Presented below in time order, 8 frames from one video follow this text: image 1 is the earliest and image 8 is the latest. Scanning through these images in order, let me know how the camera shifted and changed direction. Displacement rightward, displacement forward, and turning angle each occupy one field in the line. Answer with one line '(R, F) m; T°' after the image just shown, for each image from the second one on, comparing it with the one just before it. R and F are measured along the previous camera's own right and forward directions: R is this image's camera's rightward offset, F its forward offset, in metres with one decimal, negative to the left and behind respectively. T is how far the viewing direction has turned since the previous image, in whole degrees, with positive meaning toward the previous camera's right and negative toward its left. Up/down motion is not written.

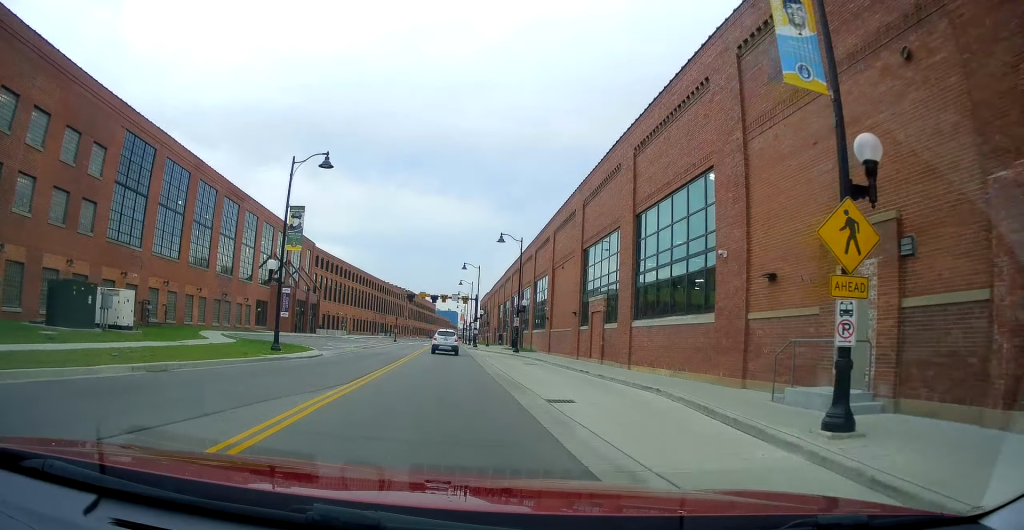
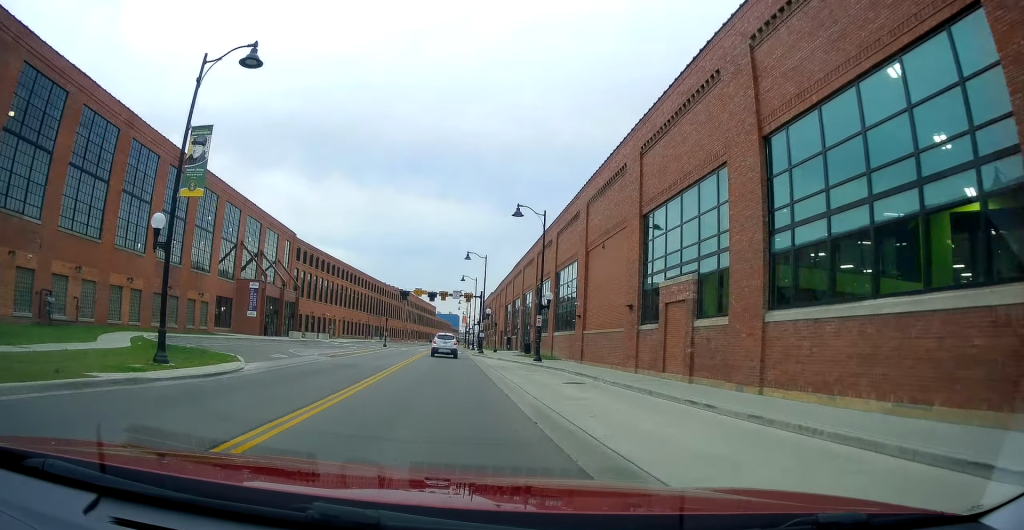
(-0.1, +11.4) m; +1°
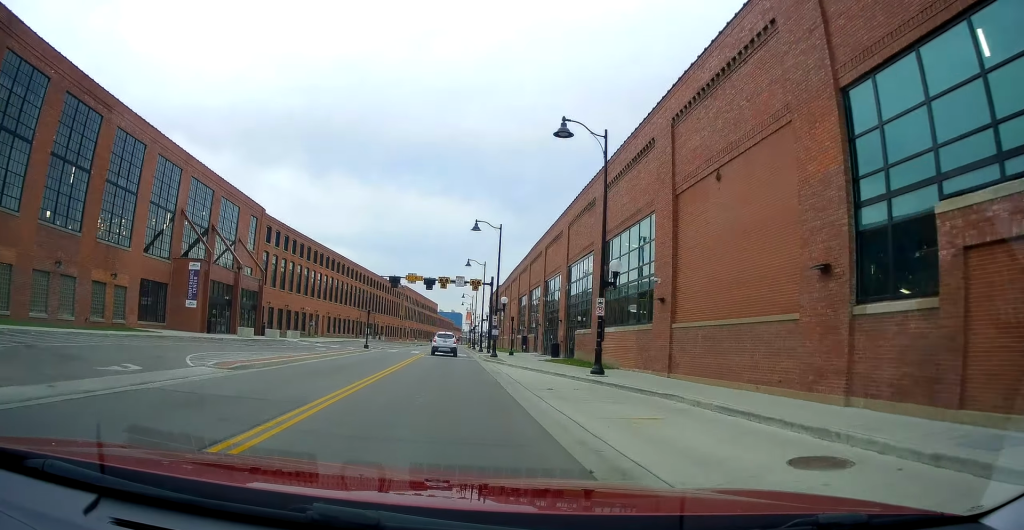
(+0.3, +13.5) m; +1°
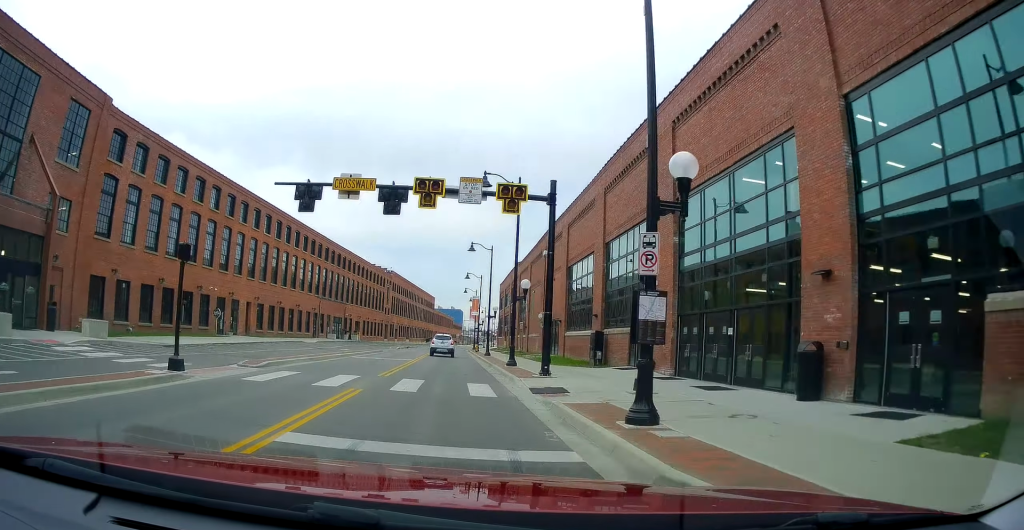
(+0.3, +28.8) m; +2°
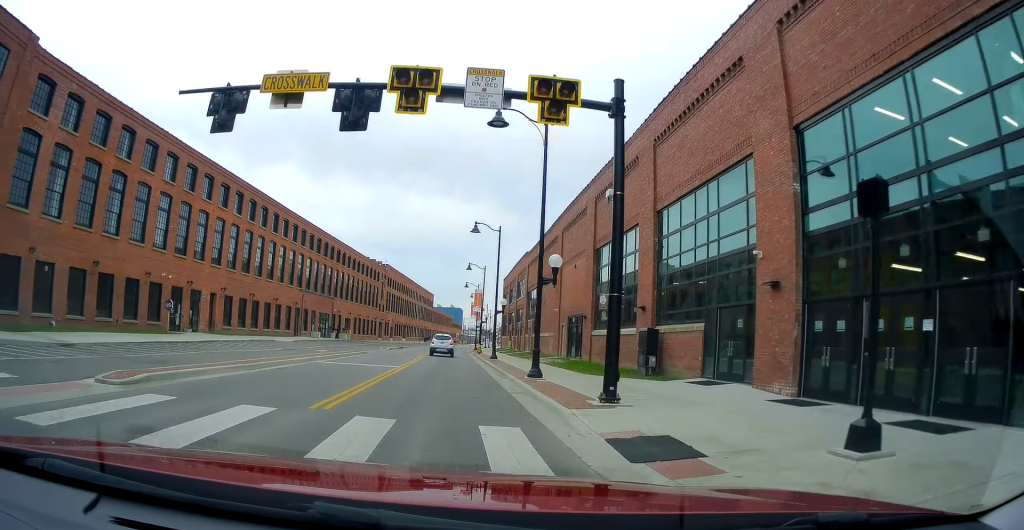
(-0.1, +8.6) m; 0°
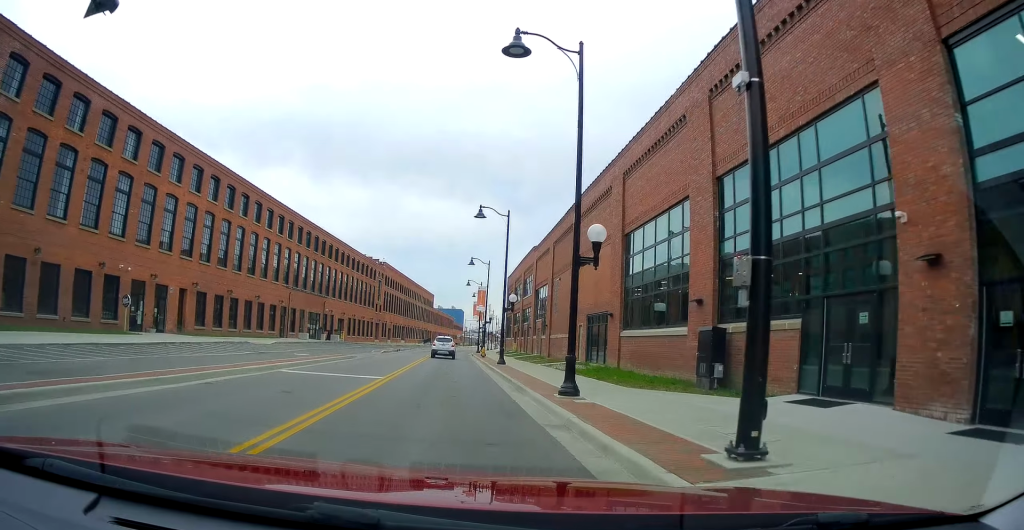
(0.0, +5.8) m; 0°
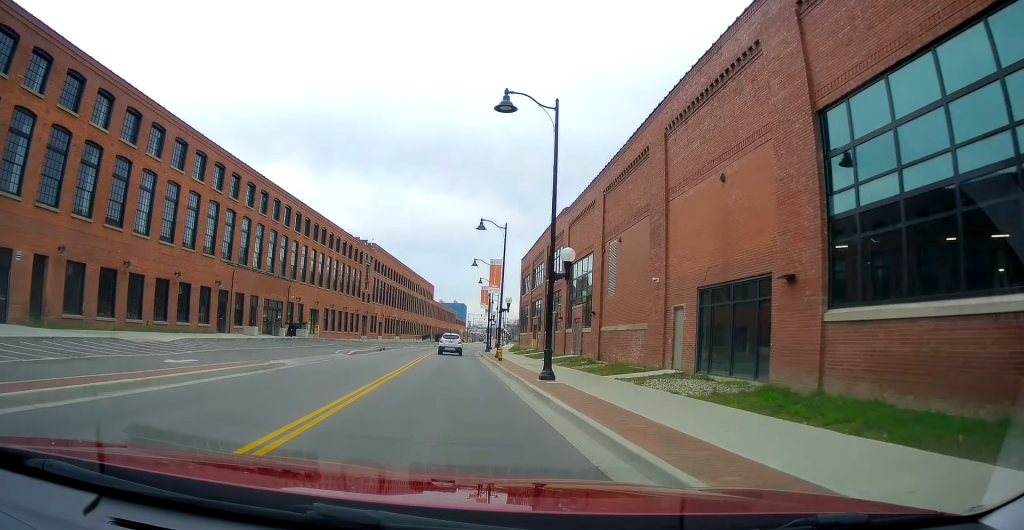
(-0.1, +16.3) m; -1°
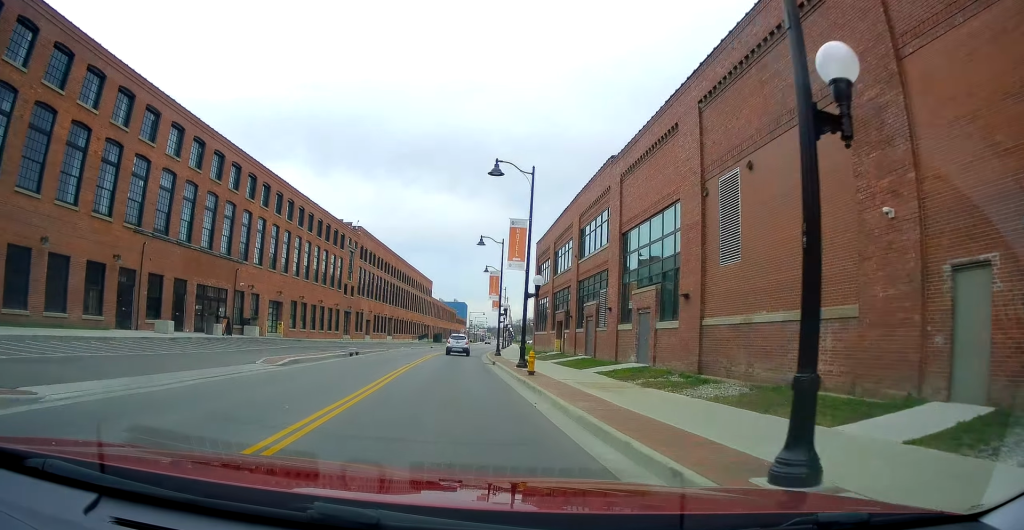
(0.0, +13.5) m; +1°
